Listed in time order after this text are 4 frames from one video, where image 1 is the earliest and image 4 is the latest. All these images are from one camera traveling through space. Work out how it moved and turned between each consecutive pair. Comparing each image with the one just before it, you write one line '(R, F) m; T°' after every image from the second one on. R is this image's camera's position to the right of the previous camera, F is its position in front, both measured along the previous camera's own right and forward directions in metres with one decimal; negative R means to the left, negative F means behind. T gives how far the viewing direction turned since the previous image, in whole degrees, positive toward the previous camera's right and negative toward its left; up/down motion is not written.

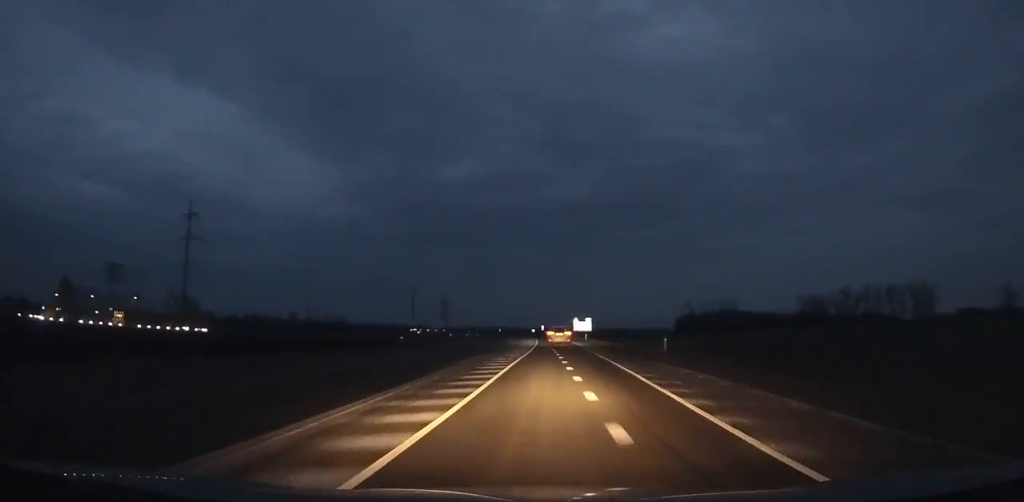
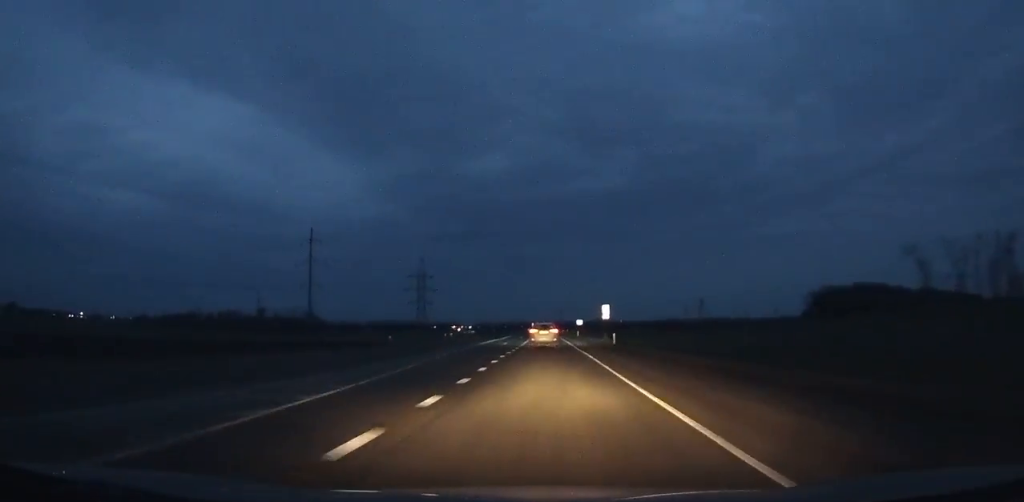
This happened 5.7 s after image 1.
(-4.6, +138.9) m; -4°
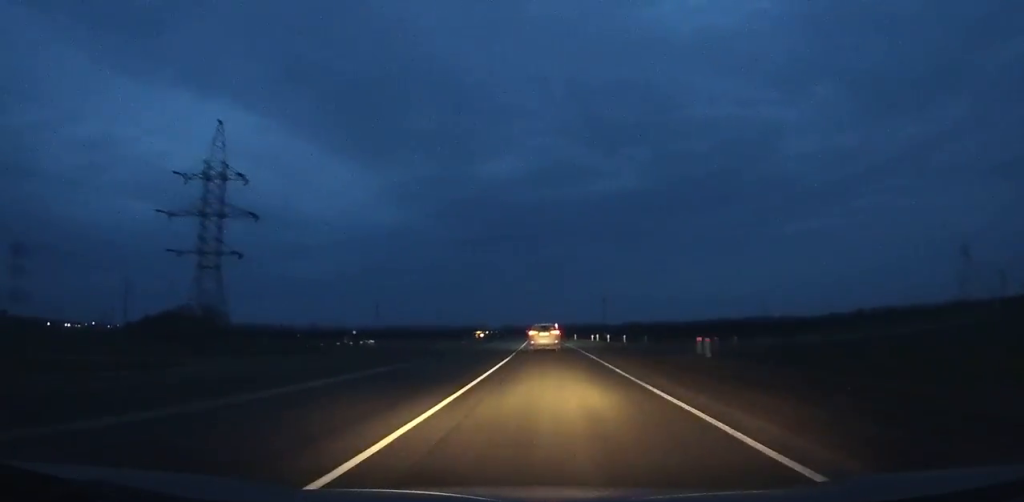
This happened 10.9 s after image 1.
(-3.6, +124.6) m; -3°
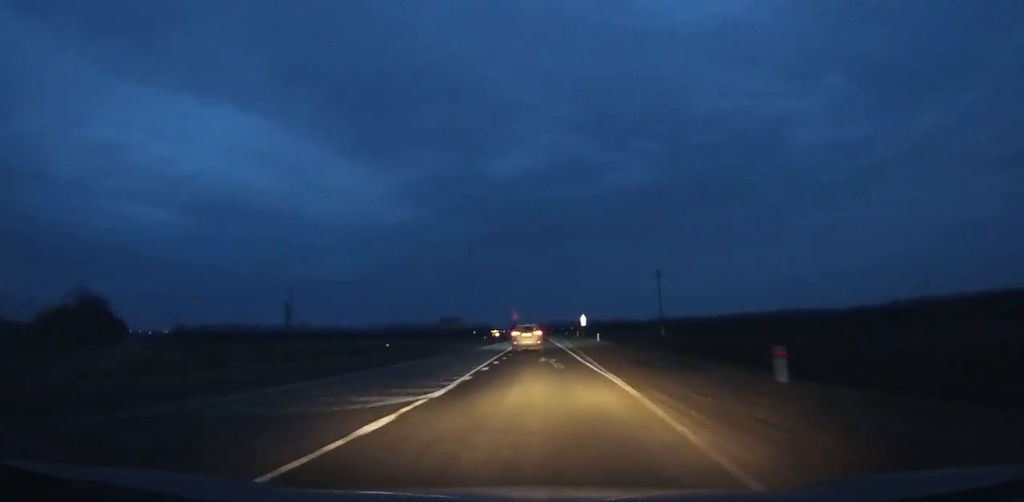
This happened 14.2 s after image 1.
(-1.5, +77.3) m; -2°
